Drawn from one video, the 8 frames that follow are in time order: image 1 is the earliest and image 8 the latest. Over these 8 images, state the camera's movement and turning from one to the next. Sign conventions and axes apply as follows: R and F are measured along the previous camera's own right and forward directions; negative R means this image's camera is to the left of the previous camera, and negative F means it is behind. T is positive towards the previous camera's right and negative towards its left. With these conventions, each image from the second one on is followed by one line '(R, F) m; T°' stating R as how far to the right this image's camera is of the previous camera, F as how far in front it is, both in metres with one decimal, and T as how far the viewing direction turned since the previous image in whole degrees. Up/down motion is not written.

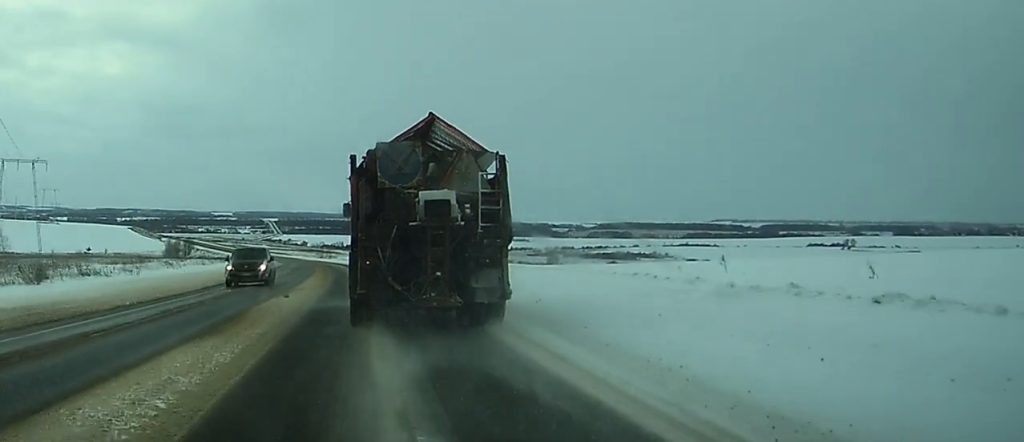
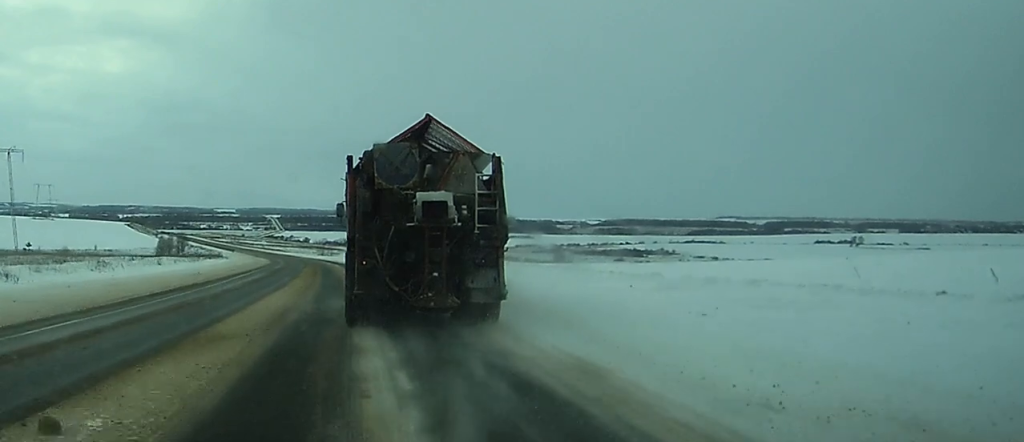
(-0.1, +18.8) m; -1°
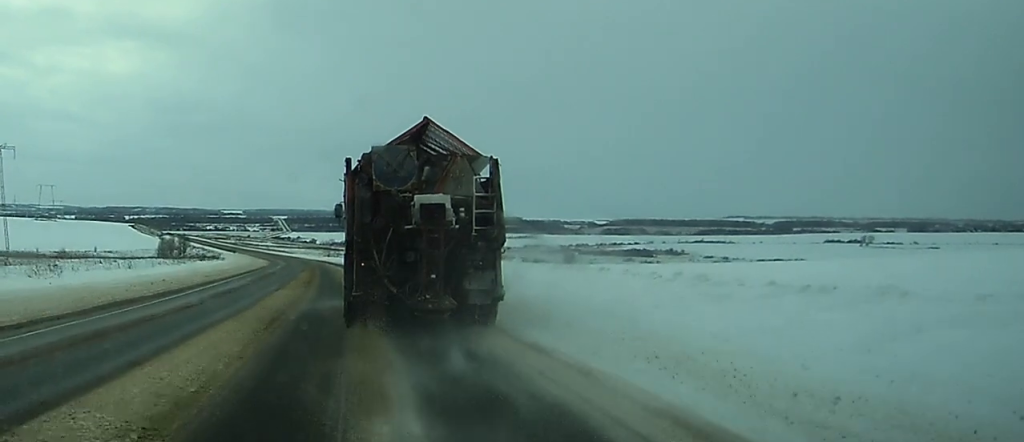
(0.0, +9.9) m; 0°
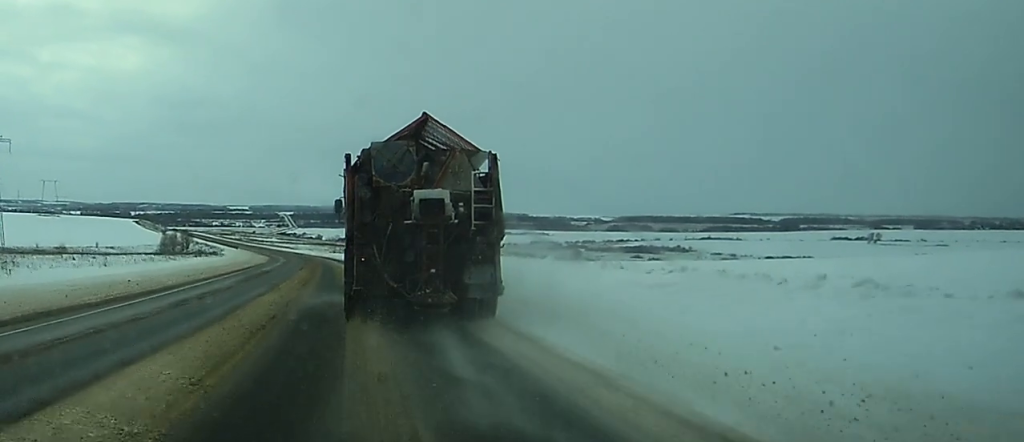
(0.0, +6.4) m; 0°
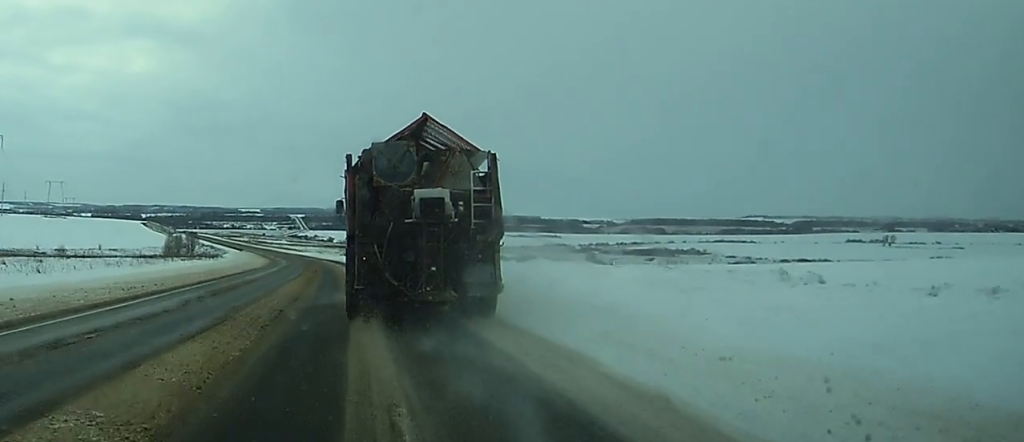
(-0.1, +11.4) m; -1°
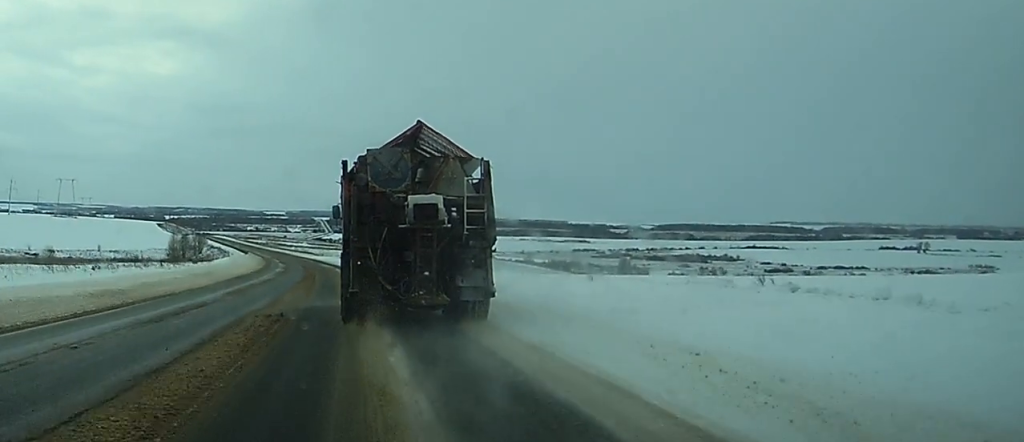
(-0.6, +32.0) m; -2°
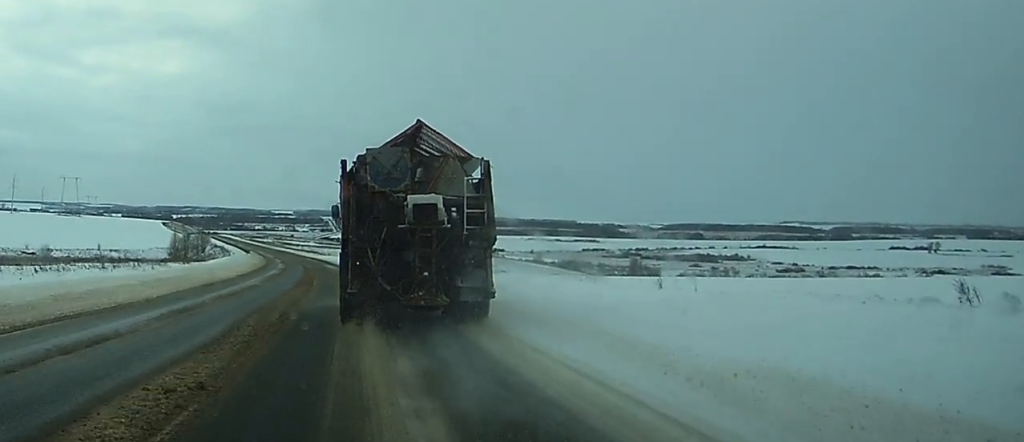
(0.0, +9.1) m; 0°
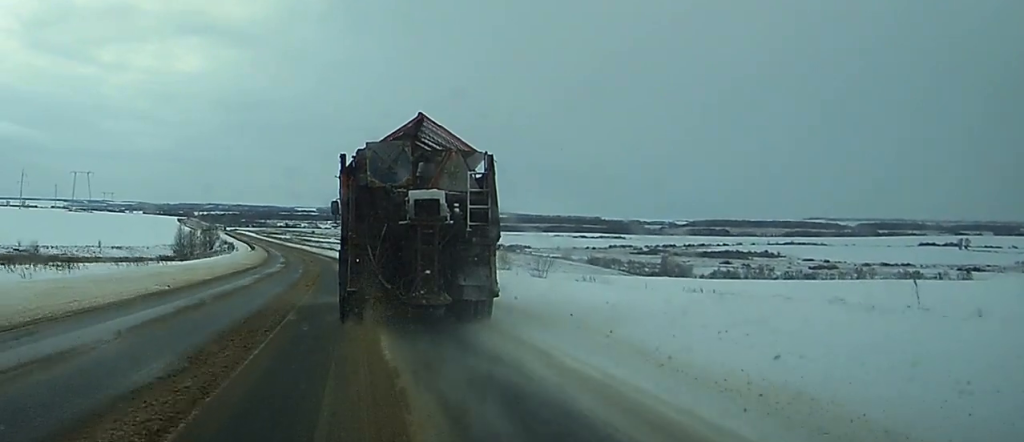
(-0.1, +24.2) m; -1°
